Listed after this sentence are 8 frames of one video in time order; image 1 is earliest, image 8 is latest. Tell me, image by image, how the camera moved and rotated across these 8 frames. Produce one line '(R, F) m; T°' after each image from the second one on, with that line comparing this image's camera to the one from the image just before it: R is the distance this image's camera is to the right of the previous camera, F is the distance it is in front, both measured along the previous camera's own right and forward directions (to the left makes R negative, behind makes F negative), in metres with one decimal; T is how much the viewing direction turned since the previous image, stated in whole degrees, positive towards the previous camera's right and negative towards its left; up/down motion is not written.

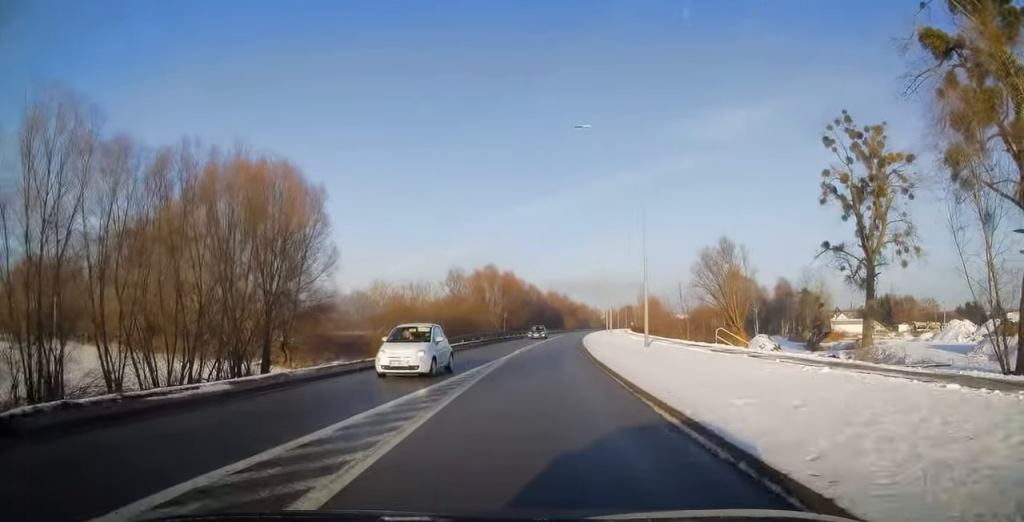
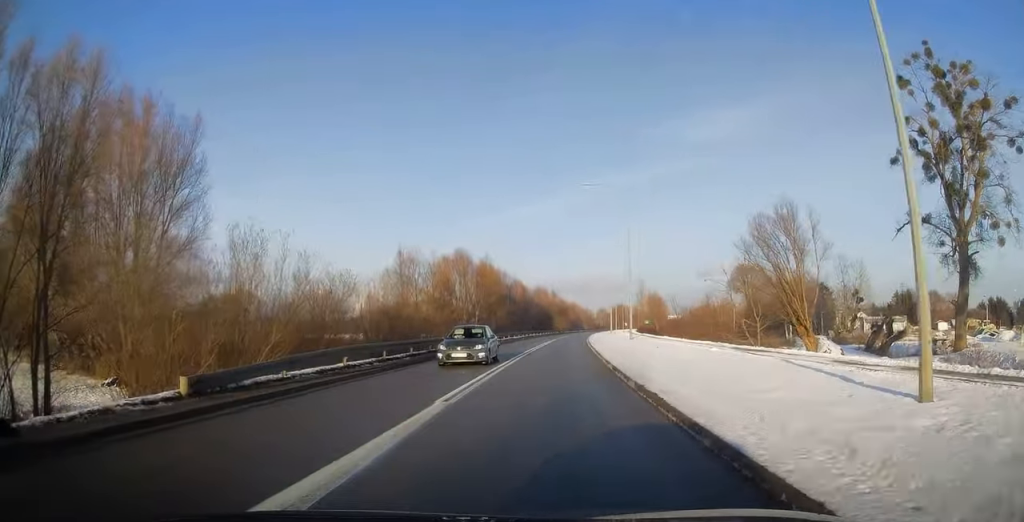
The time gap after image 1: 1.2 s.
(+0.1, +22.8) m; +1°
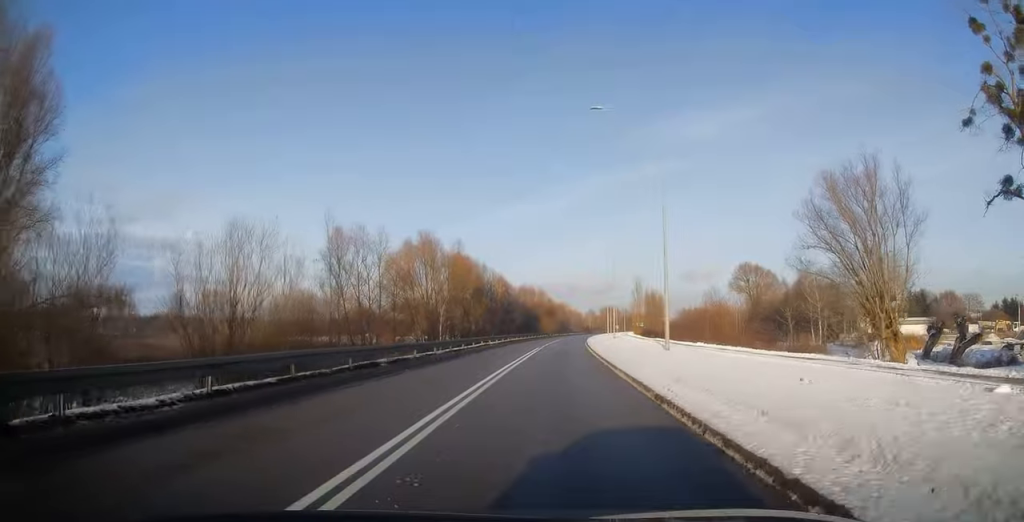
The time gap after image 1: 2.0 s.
(+0.1, +15.7) m; +1°
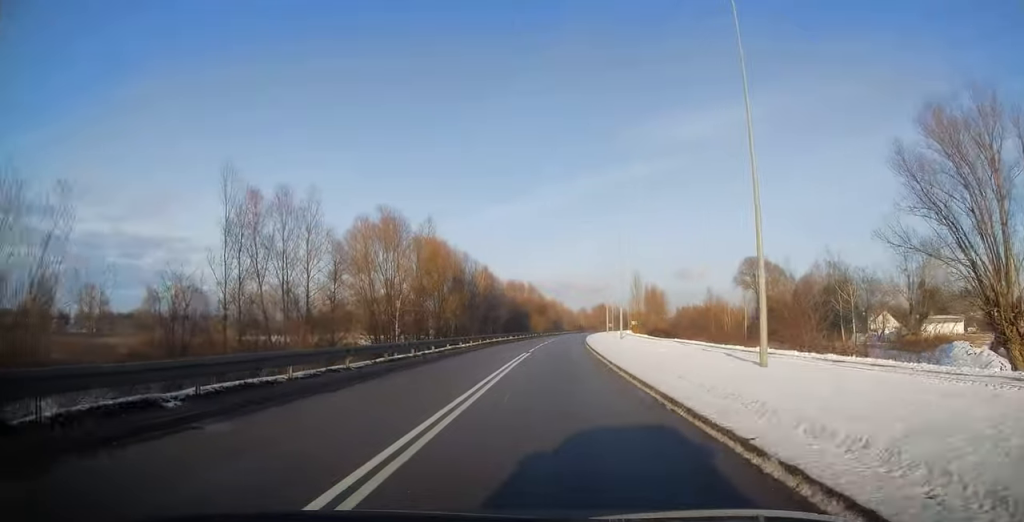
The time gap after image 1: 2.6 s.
(+0.1, +12.5) m; +1°
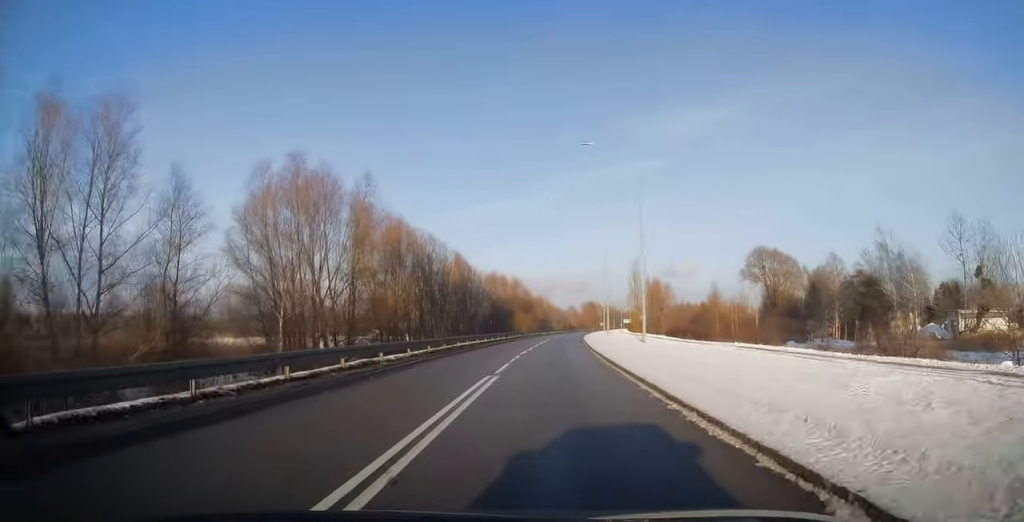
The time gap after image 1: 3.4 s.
(+0.2, +16.1) m; +2°
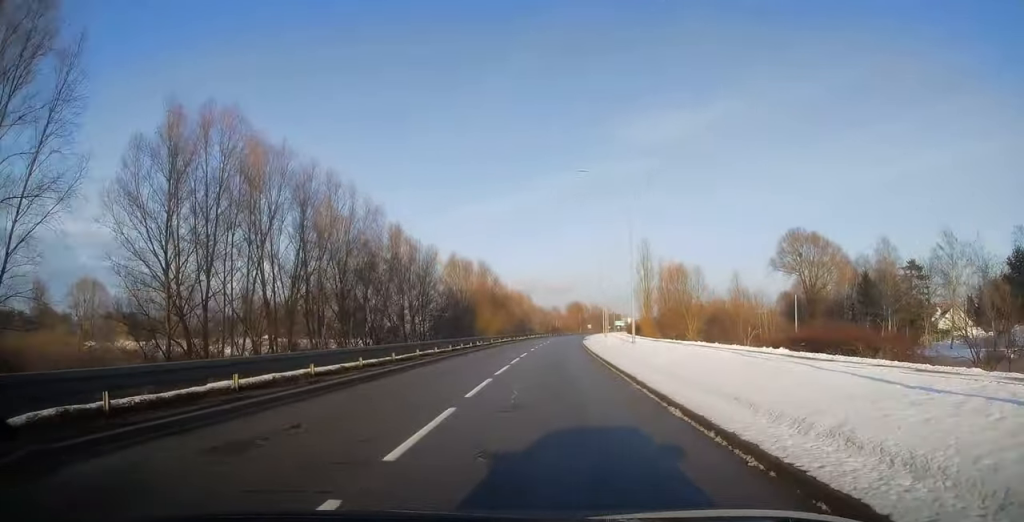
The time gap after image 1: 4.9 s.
(+0.4, +30.1) m; +1°
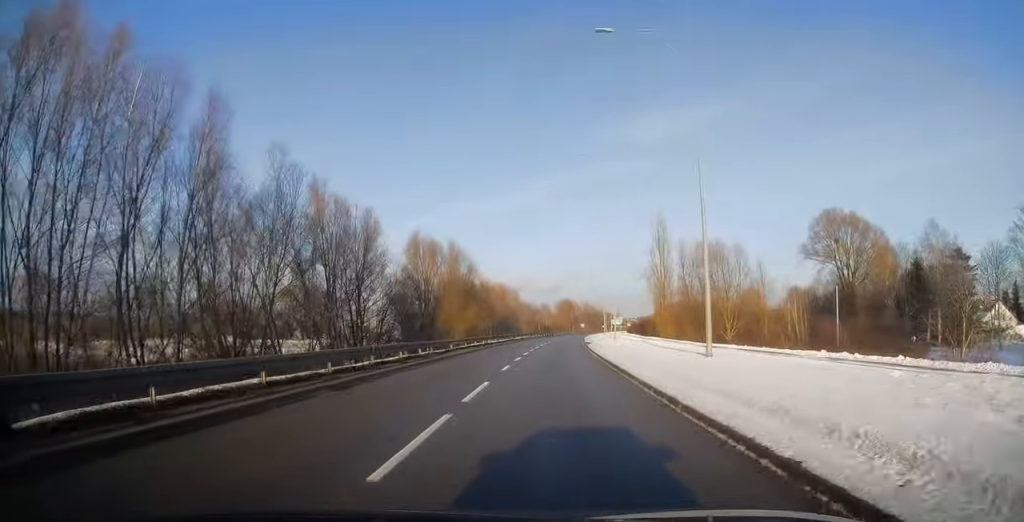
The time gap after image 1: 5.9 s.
(+0.1, +18.8) m; +1°
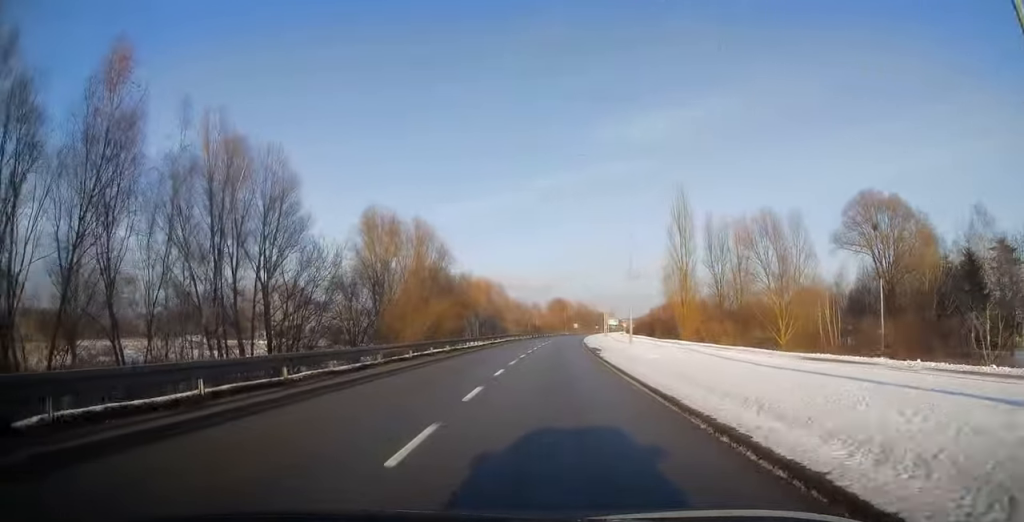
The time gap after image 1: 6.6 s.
(+0.1, +14.3) m; +1°
